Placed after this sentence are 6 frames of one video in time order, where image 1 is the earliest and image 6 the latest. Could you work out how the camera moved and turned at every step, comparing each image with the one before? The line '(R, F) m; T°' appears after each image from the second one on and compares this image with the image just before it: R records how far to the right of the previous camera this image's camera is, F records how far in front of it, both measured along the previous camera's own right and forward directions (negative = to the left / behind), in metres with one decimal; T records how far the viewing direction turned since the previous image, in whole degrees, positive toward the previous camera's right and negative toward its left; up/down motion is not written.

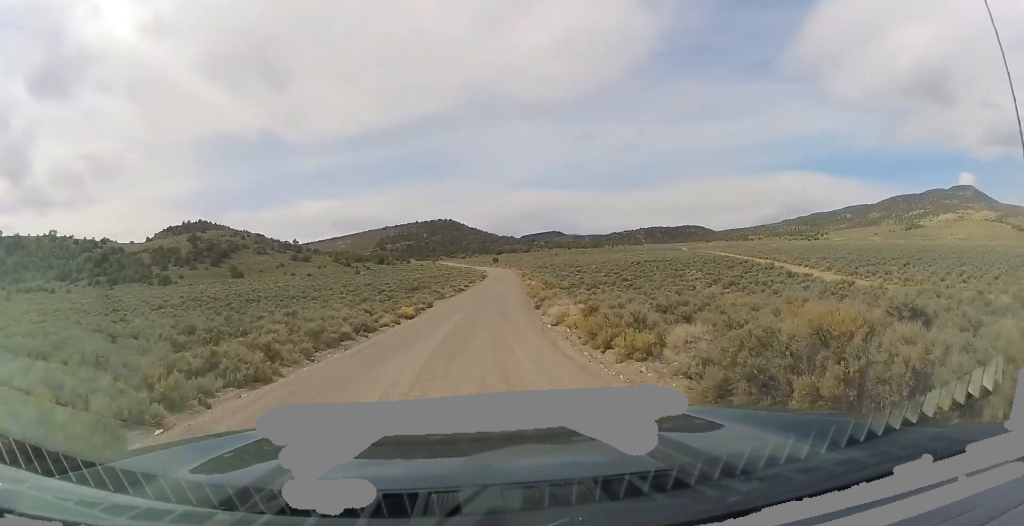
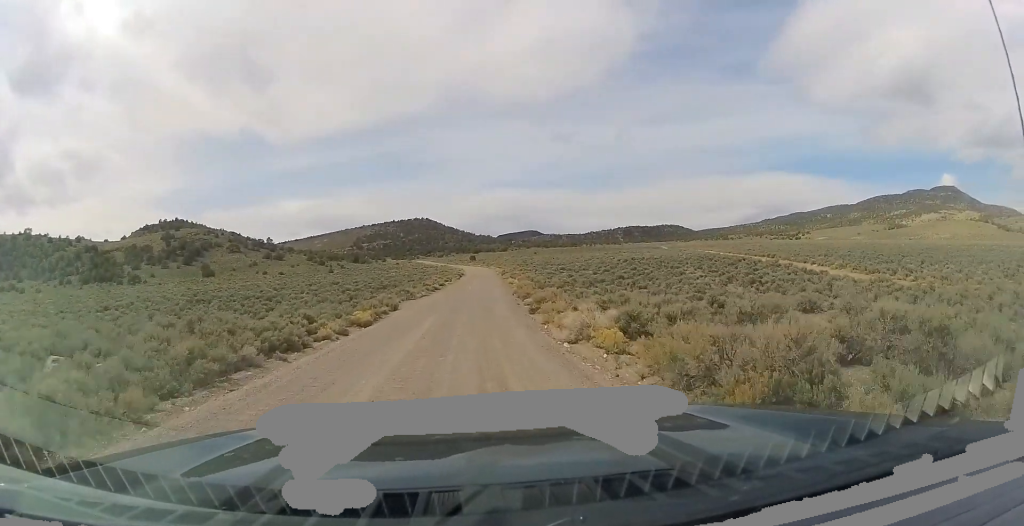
(+0.1, +8.1) m; +1°
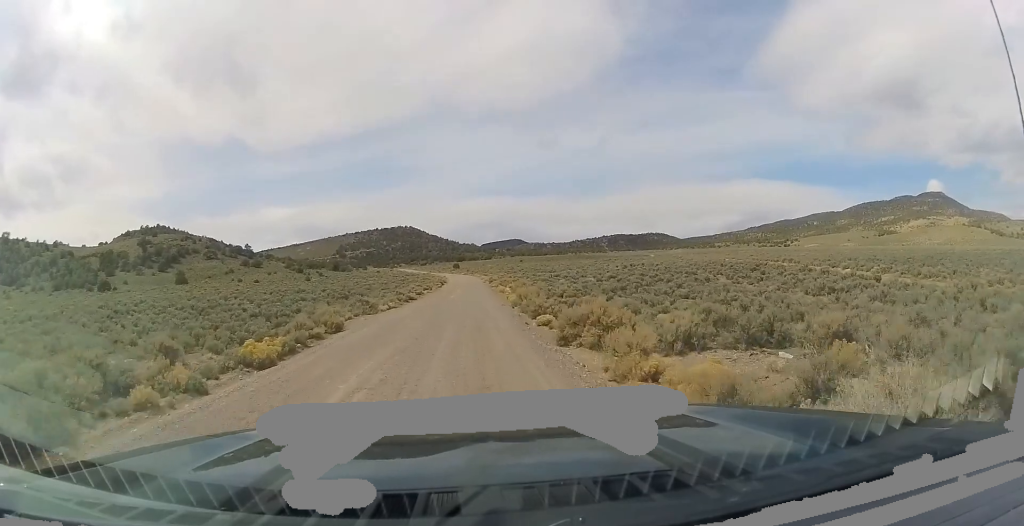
(+0.1, +11.7) m; +1°
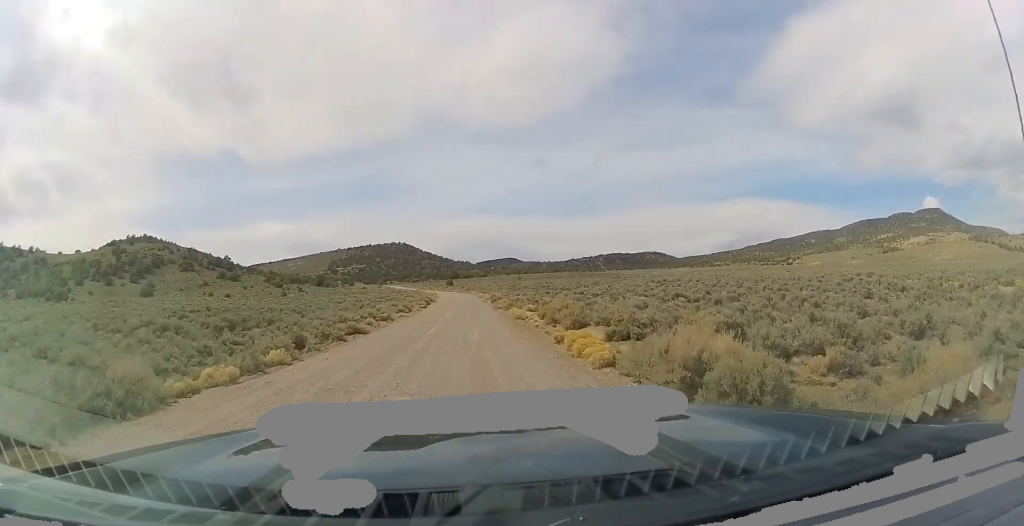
(+0.2, +24.5) m; +1°
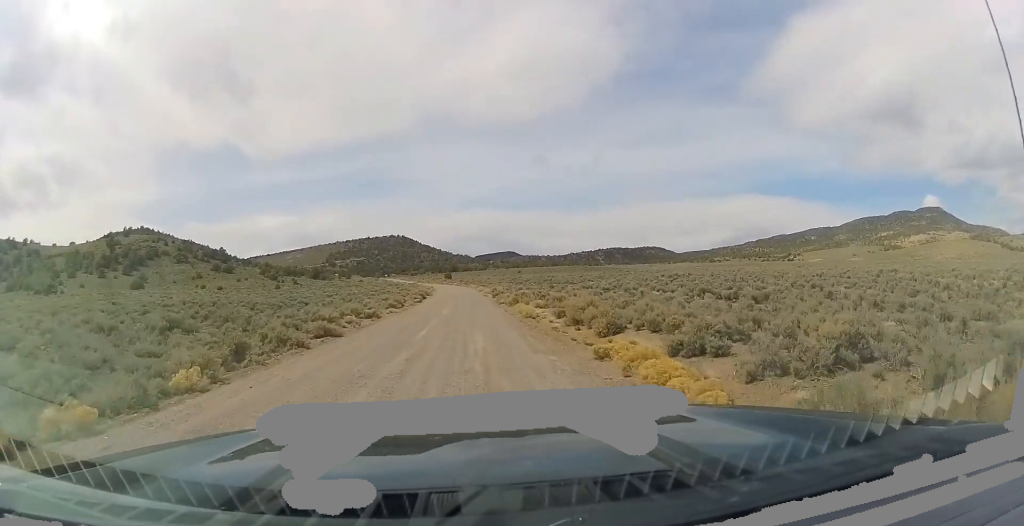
(0.0, +5.8) m; 0°
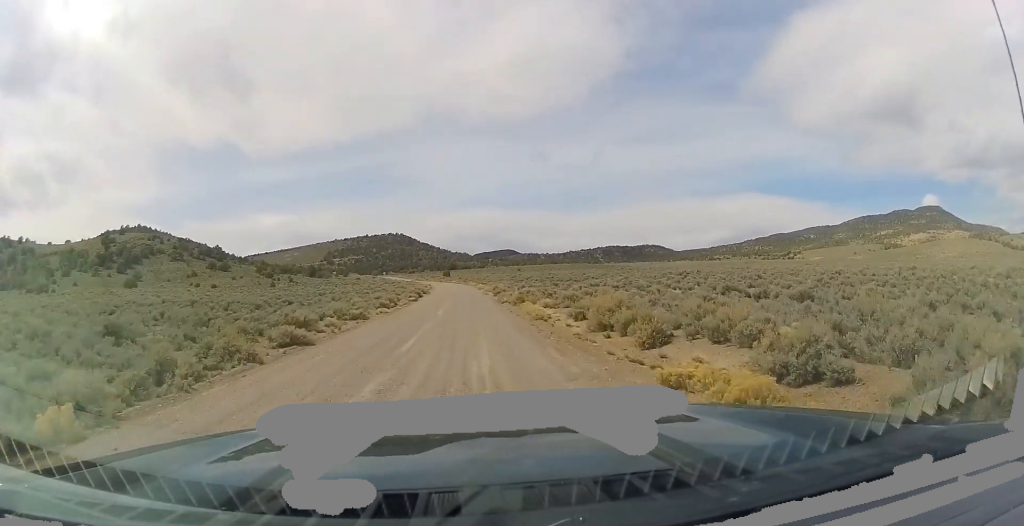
(0.0, +4.4) m; 0°
